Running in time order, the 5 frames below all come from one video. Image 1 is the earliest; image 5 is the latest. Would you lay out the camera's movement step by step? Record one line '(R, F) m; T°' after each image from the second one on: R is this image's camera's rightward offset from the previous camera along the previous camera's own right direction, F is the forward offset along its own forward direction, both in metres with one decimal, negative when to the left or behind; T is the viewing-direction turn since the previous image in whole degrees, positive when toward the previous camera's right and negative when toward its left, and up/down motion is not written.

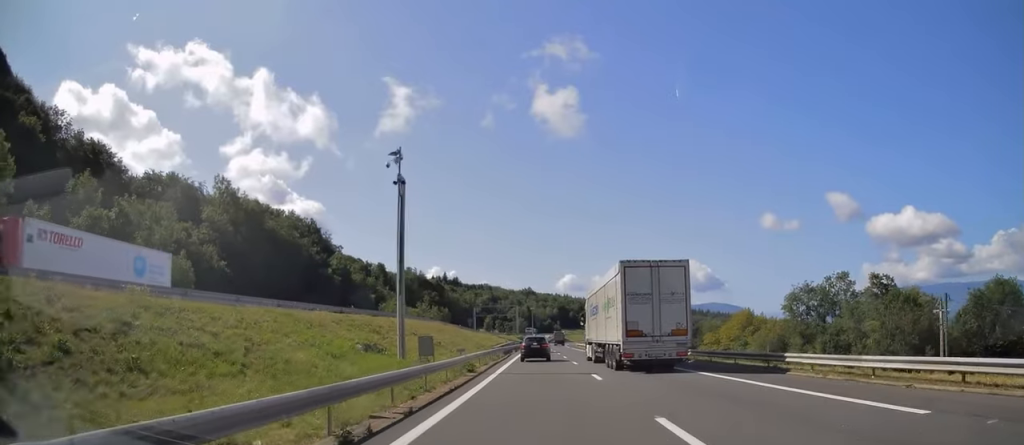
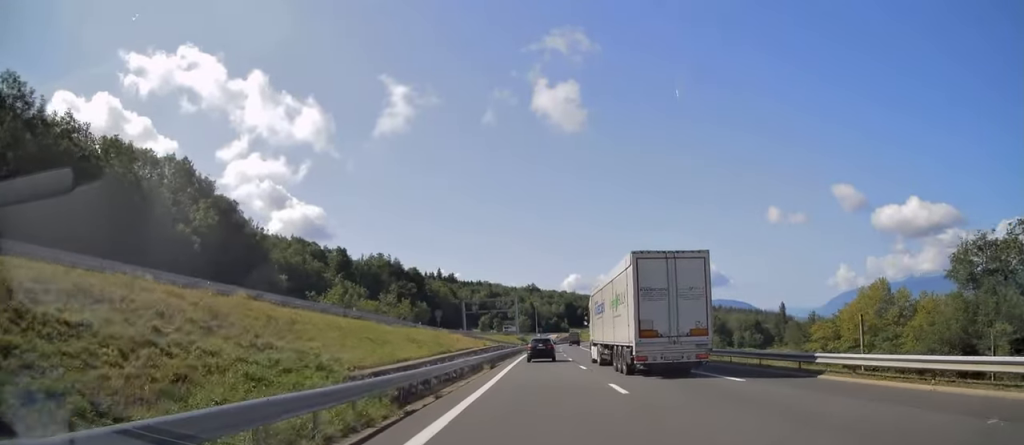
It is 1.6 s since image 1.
(0.0, +44.0) m; 0°
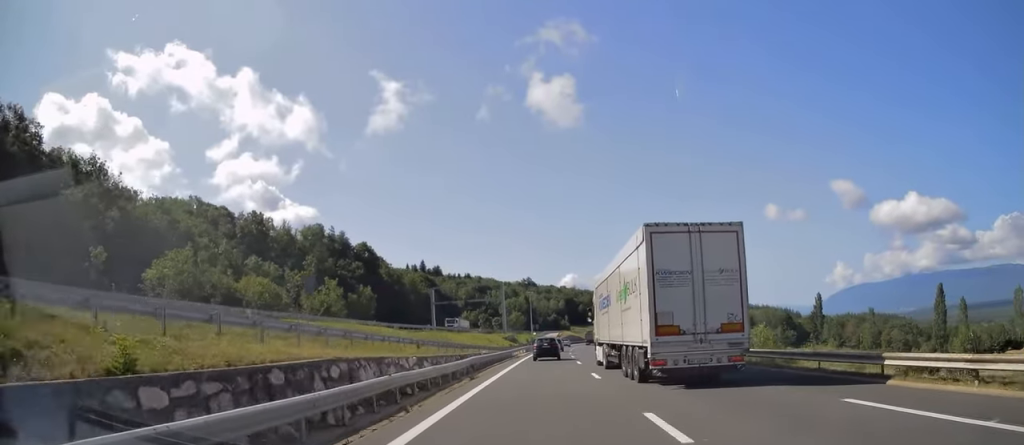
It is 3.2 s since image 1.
(+0.2, +46.1) m; +1°
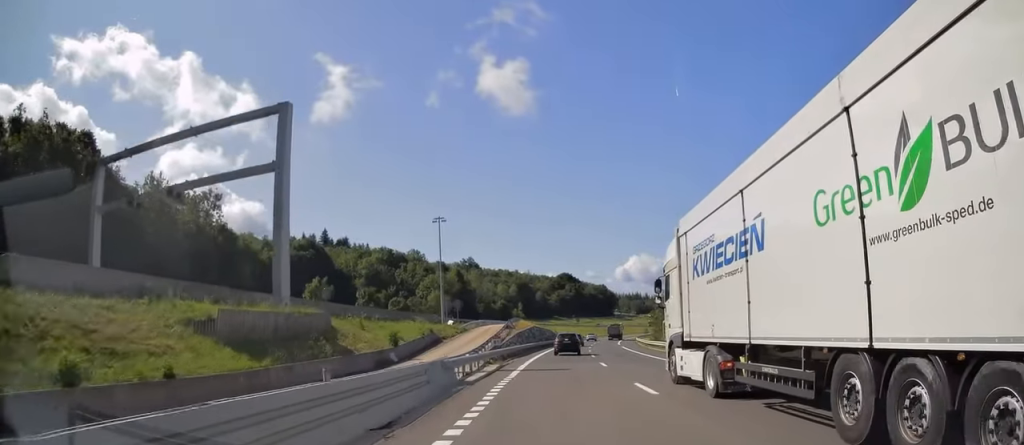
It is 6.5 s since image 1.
(+2.0, +98.0) m; +4°
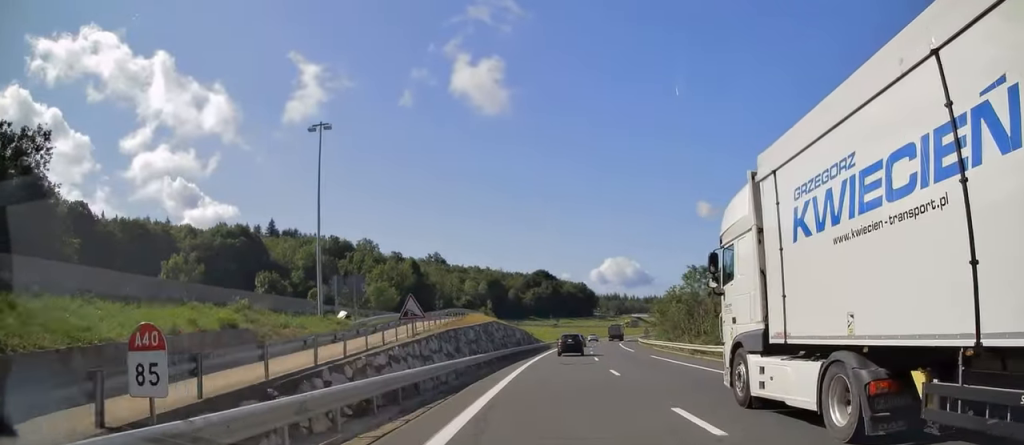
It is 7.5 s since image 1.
(+0.7, +31.7) m; +3°
